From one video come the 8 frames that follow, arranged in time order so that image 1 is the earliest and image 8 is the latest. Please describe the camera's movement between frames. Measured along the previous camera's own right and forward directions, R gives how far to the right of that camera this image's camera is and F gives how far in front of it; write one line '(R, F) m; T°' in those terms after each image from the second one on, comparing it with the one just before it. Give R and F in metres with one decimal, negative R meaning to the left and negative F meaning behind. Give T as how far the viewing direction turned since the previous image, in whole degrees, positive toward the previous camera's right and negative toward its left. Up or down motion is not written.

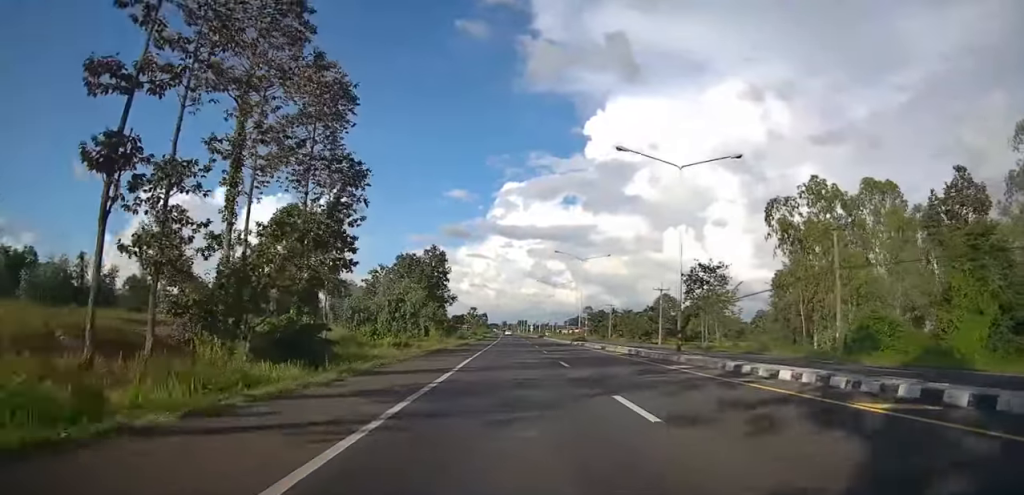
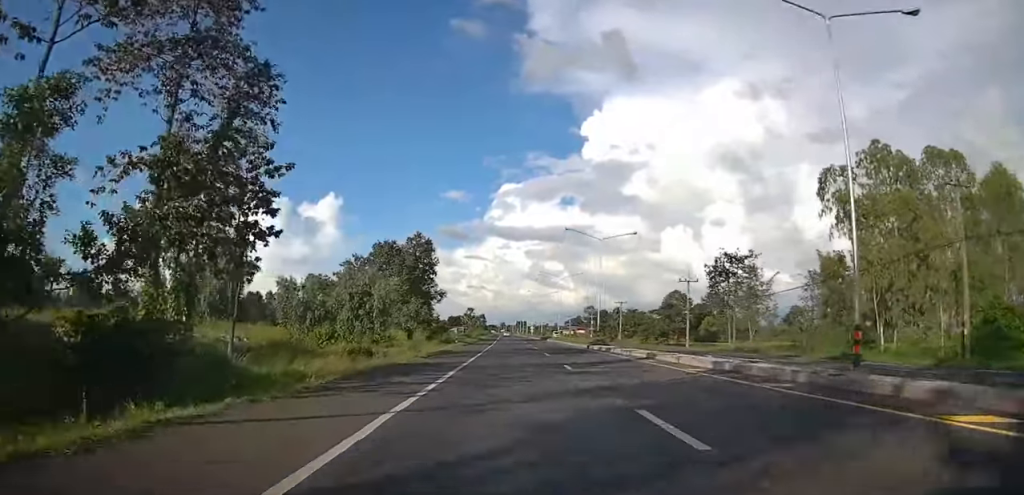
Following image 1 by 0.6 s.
(-0.1, +14.0) m; 0°
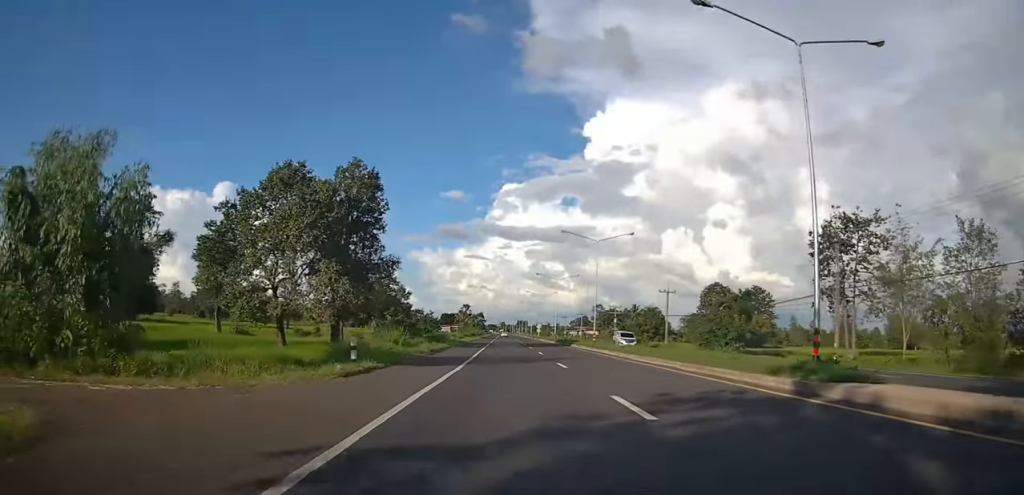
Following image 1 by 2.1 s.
(+0.2, +33.8) m; 0°
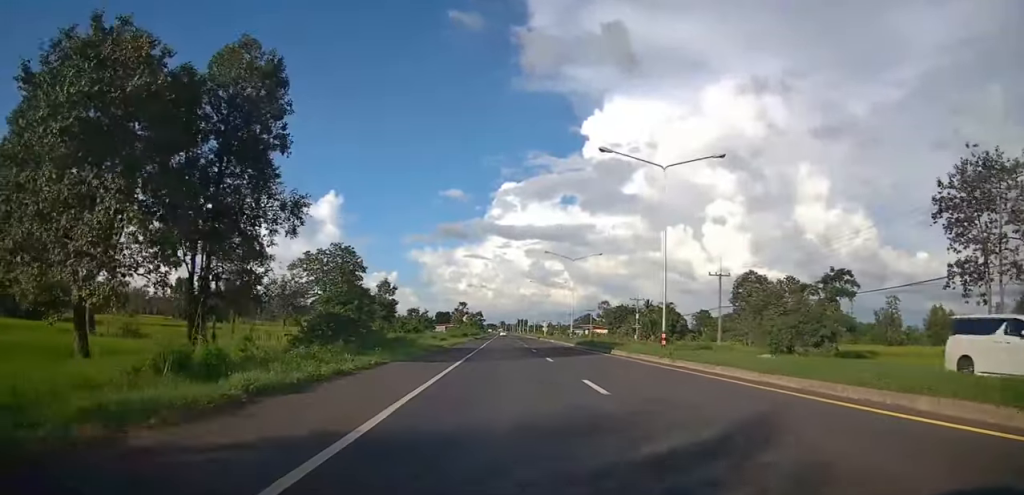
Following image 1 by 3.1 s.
(0.0, +21.0) m; 0°
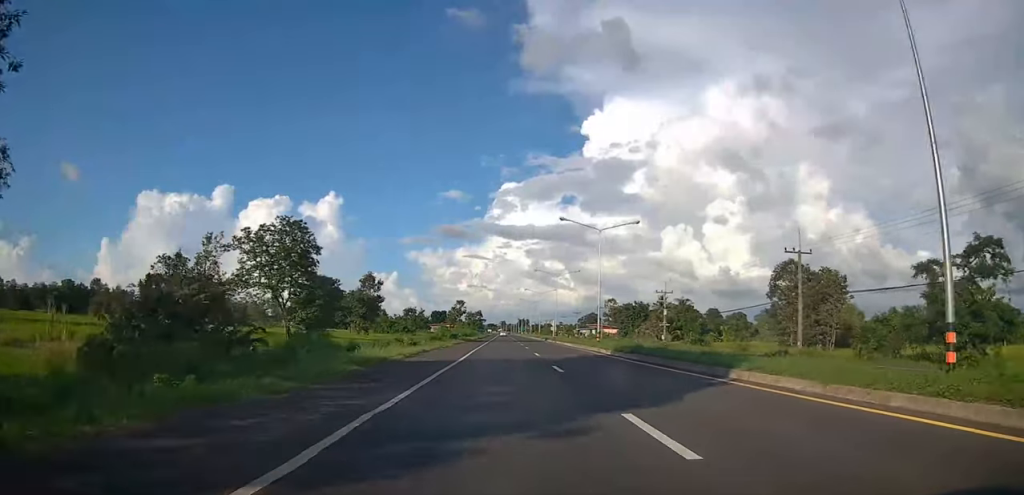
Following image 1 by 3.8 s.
(0.0, +17.7) m; 0°
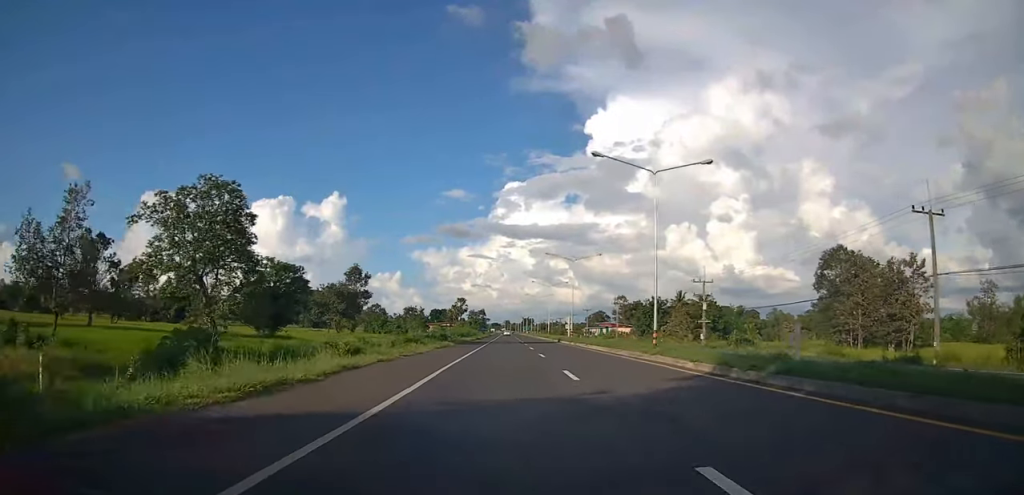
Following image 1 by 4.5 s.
(+0.1, +15.5) m; 0°
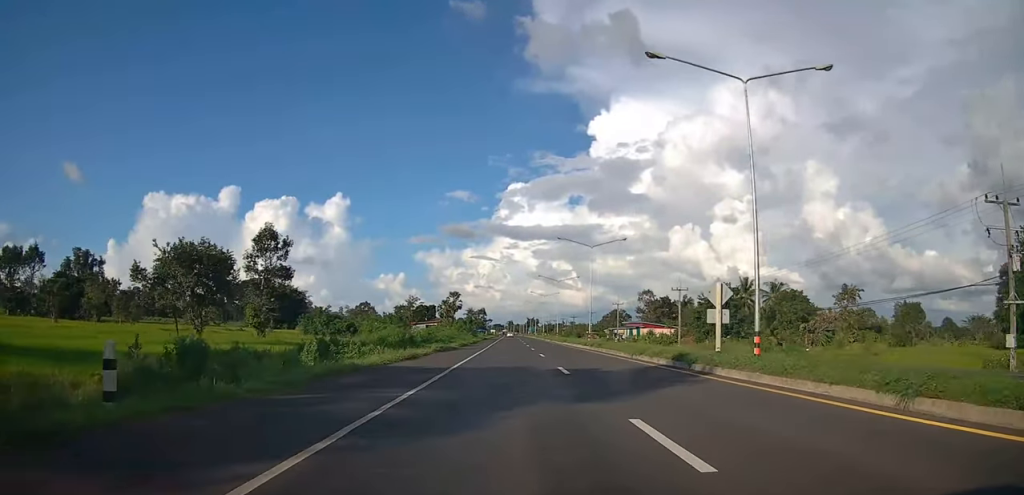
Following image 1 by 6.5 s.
(-0.2, +45.4) m; 0°
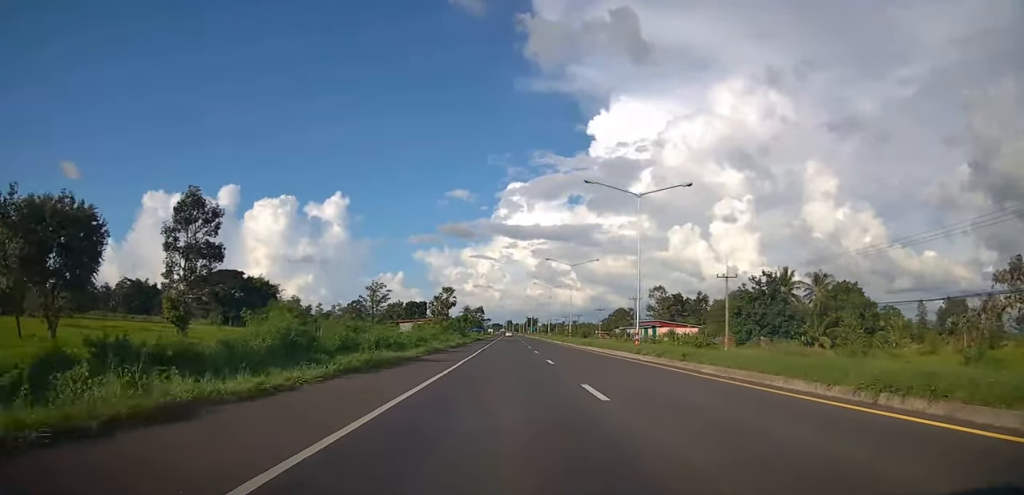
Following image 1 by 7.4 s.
(+0.1, +18.9) m; 0°
